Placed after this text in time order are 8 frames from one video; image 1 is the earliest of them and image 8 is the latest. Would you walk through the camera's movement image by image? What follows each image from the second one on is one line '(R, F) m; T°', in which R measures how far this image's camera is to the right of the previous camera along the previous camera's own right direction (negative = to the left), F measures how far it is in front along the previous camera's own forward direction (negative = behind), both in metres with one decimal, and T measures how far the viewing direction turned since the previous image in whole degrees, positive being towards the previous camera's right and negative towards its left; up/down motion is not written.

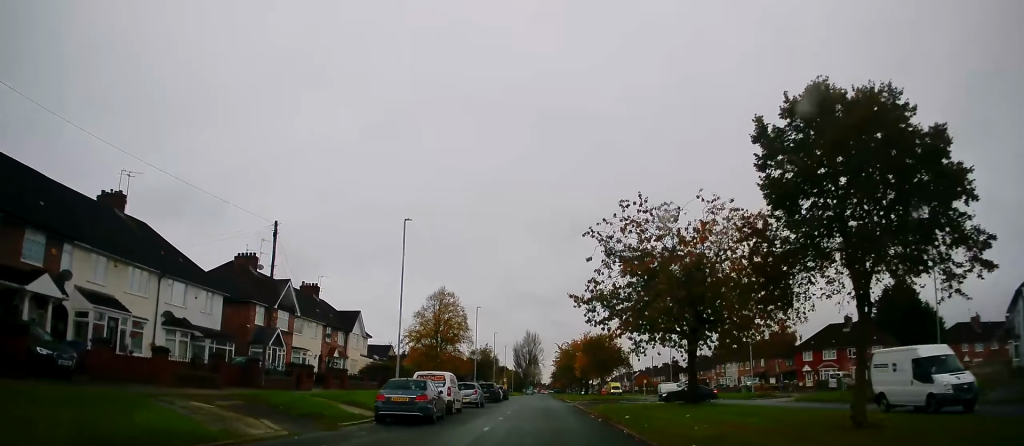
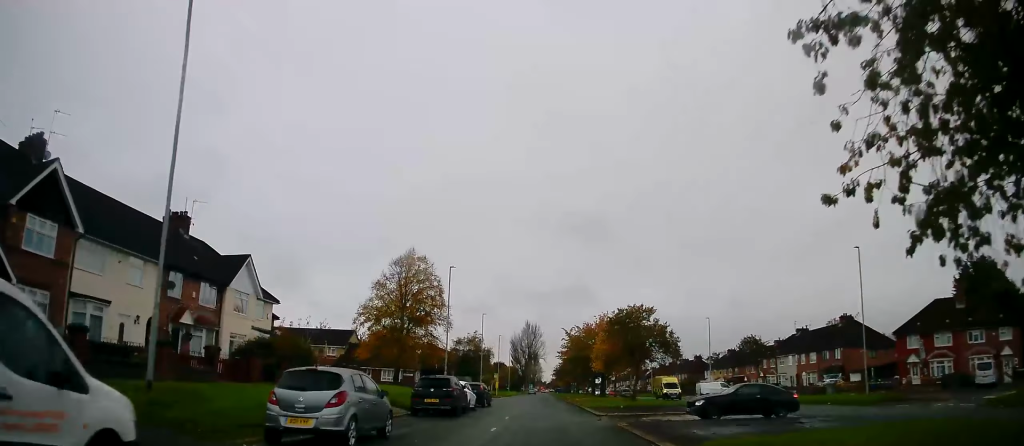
(+0.8, +24.0) m; +2°
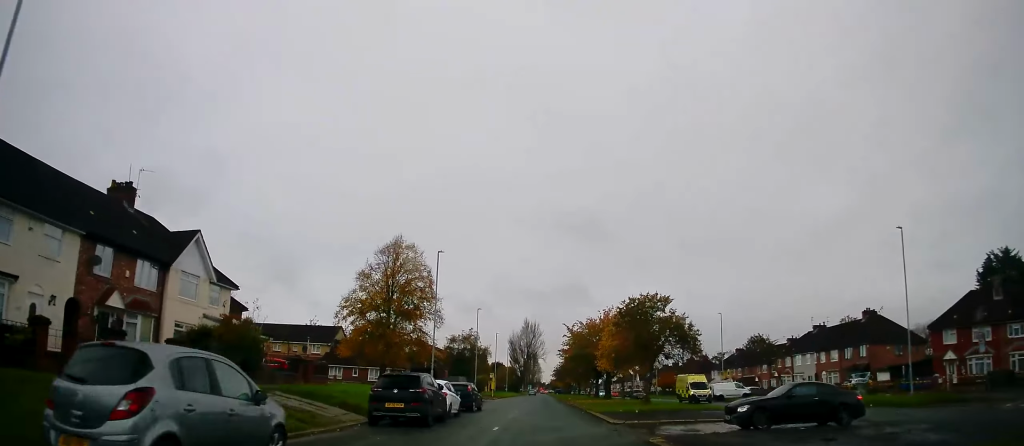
(-0.2, +5.9) m; -1°
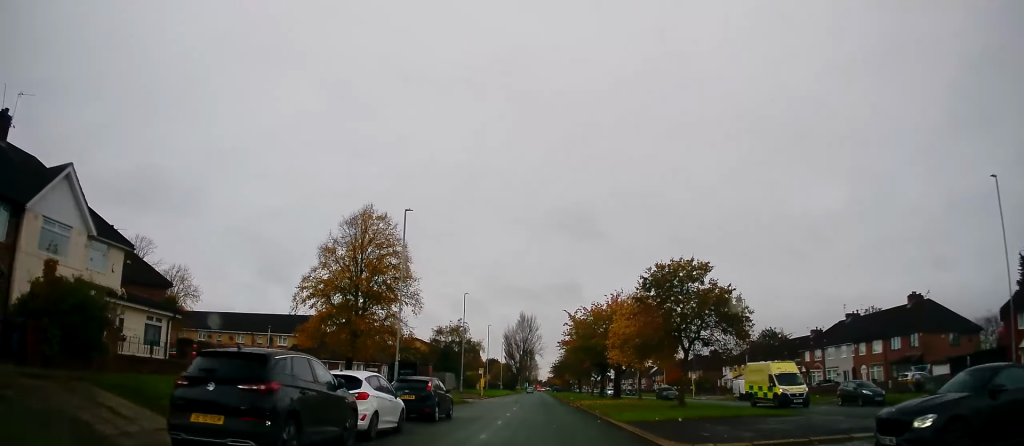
(-0.2, +10.2) m; -1°
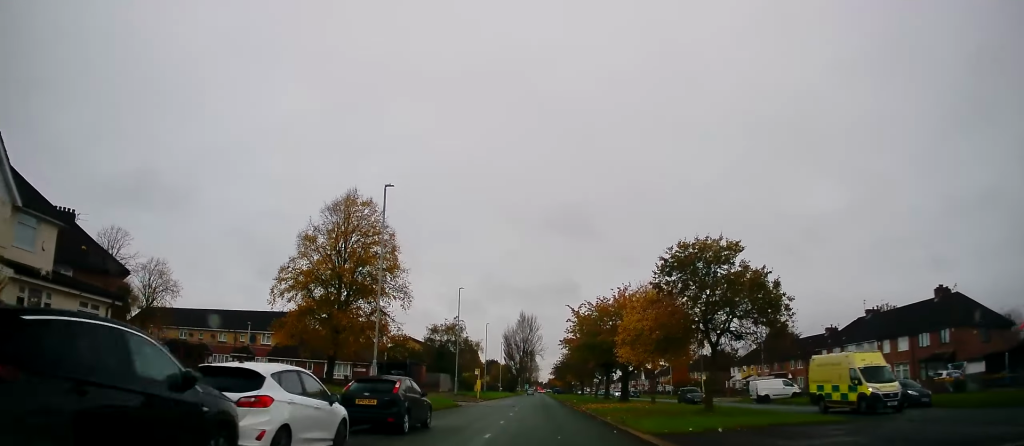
(0.0, +4.7) m; 0°
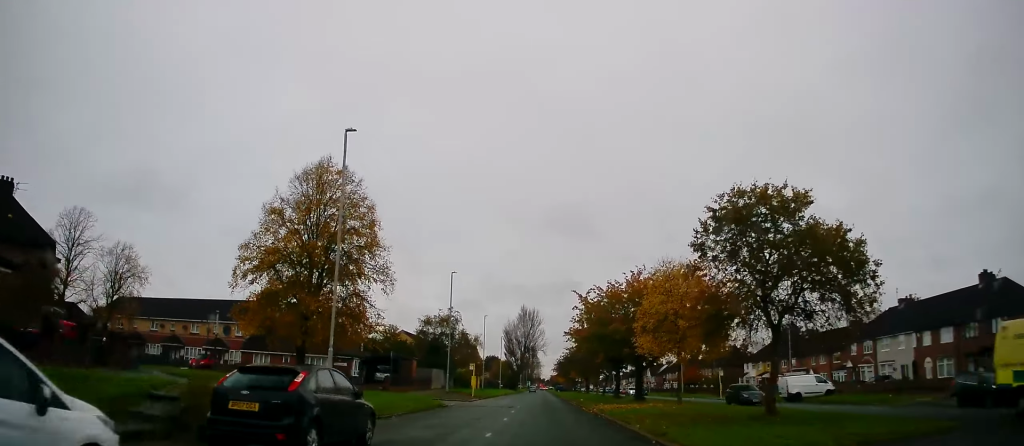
(0.0, +6.5) m; 0°
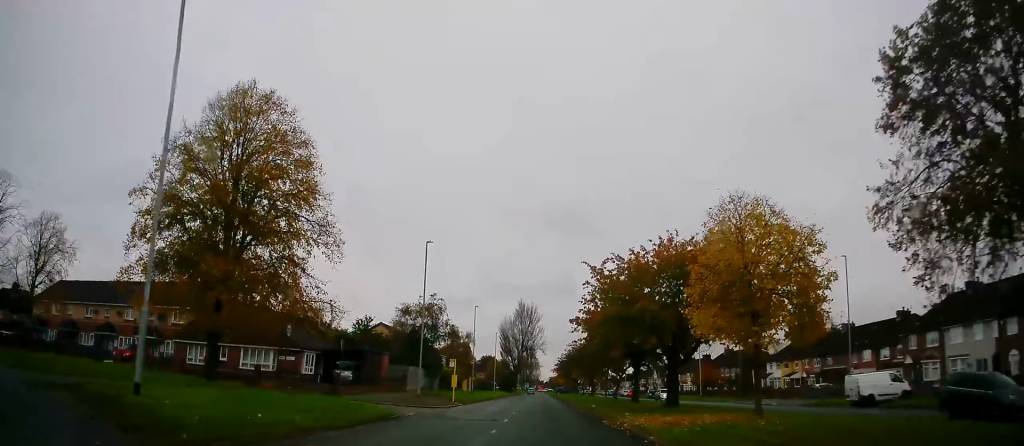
(+0.1, +11.4) m; 0°
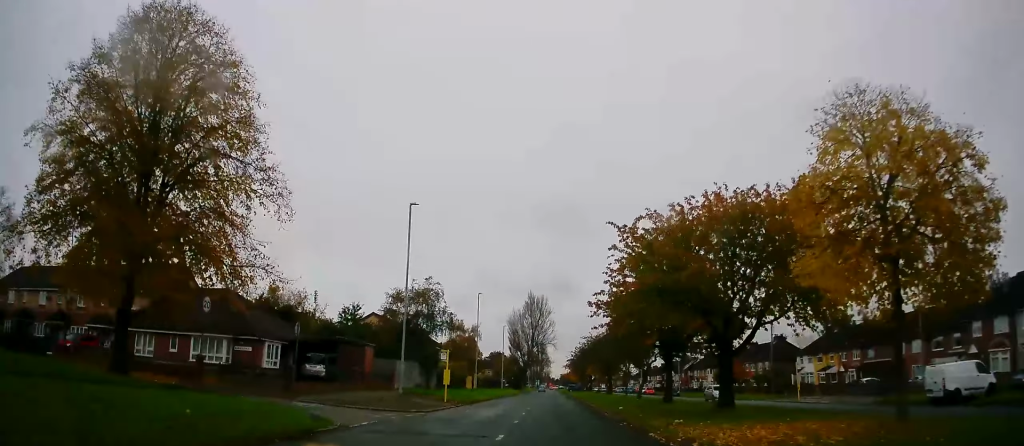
(+0.1, +8.0) m; -1°
